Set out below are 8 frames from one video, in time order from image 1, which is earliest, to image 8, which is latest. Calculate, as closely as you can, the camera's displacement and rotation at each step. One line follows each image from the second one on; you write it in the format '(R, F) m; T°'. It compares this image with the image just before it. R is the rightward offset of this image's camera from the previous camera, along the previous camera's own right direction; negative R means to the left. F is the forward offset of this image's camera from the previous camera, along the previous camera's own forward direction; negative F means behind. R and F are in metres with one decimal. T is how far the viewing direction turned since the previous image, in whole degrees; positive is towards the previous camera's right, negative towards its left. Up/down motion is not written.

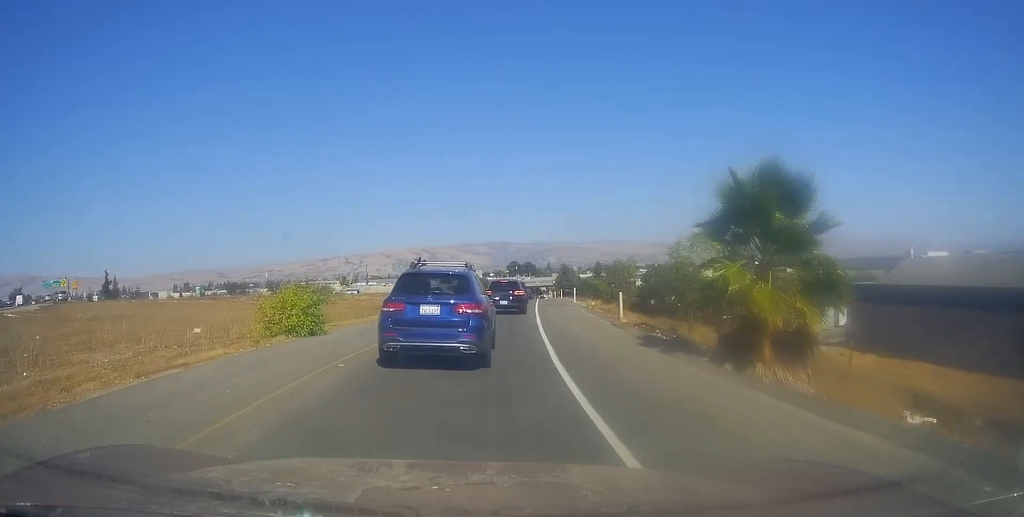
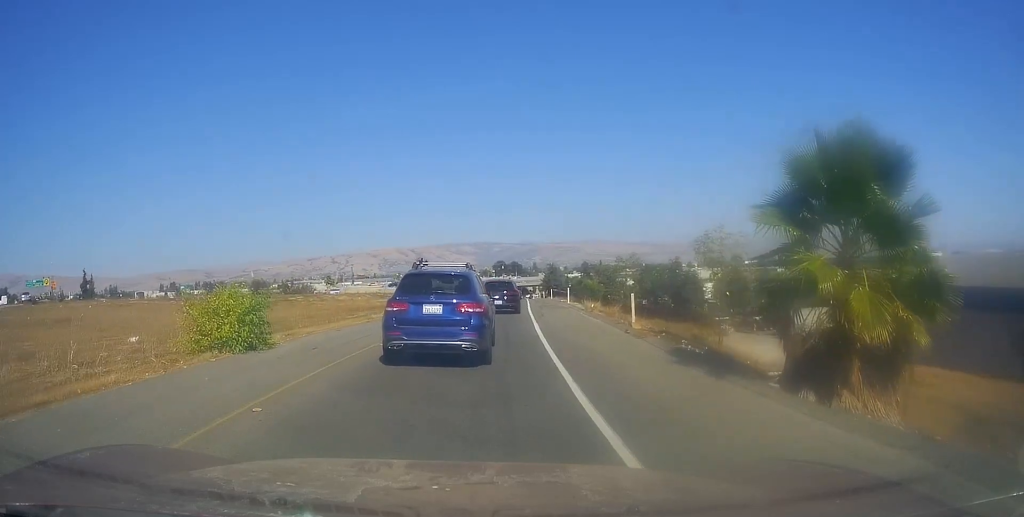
(+0.1, +3.7) m; +3°
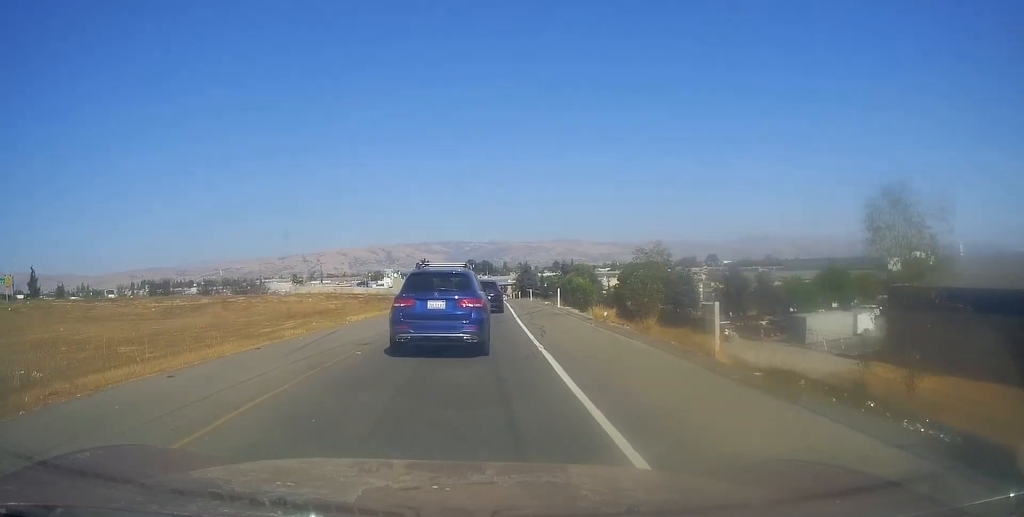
(+0.4, +9.5) m; -1°
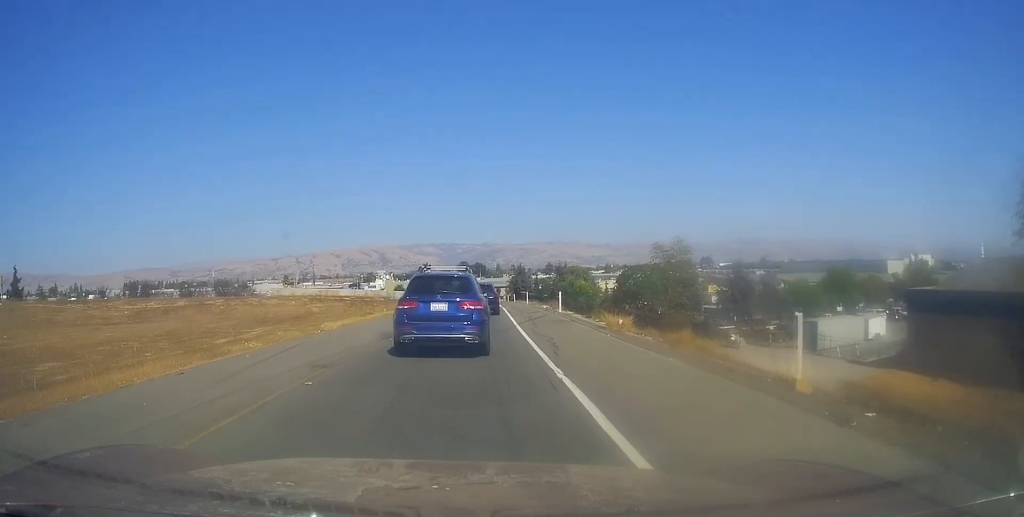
(-0.3, +3.5) m; +1°
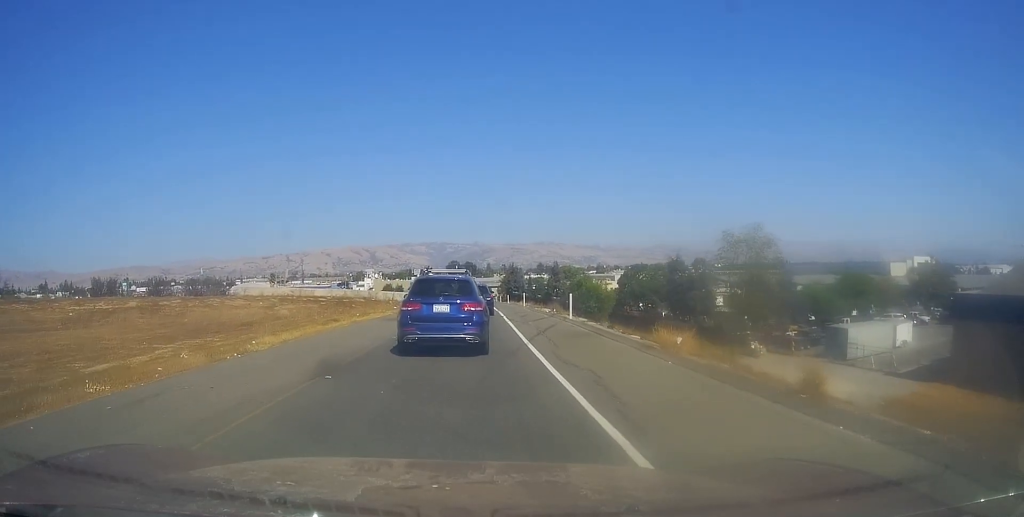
(+0.3, +6.4) m; +1°
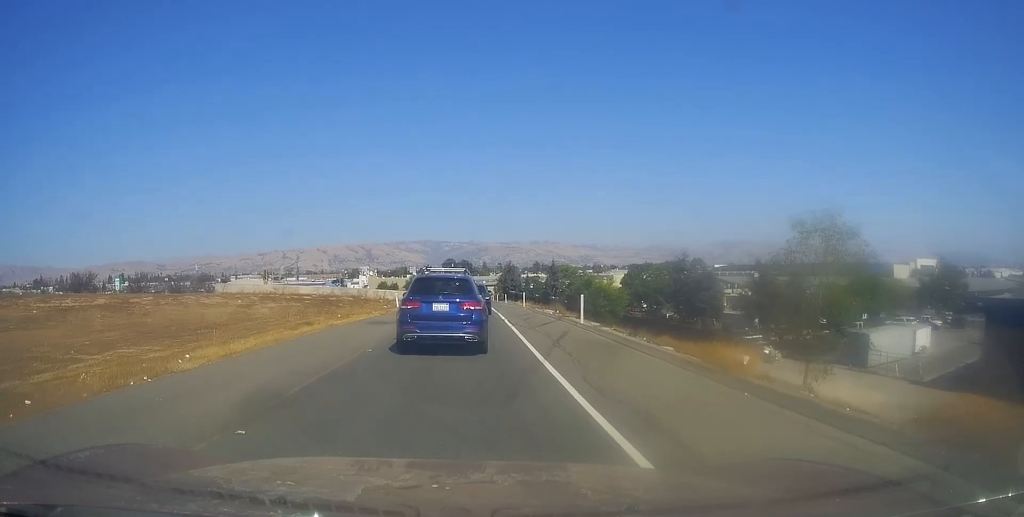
(+0.3, +3.5) m; 0°
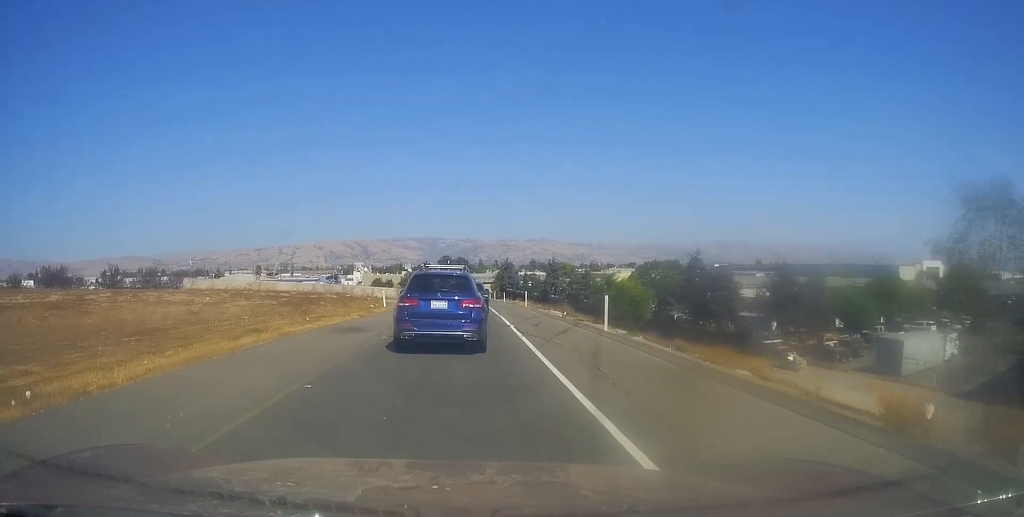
(-0.6, +4.4) m; -1°
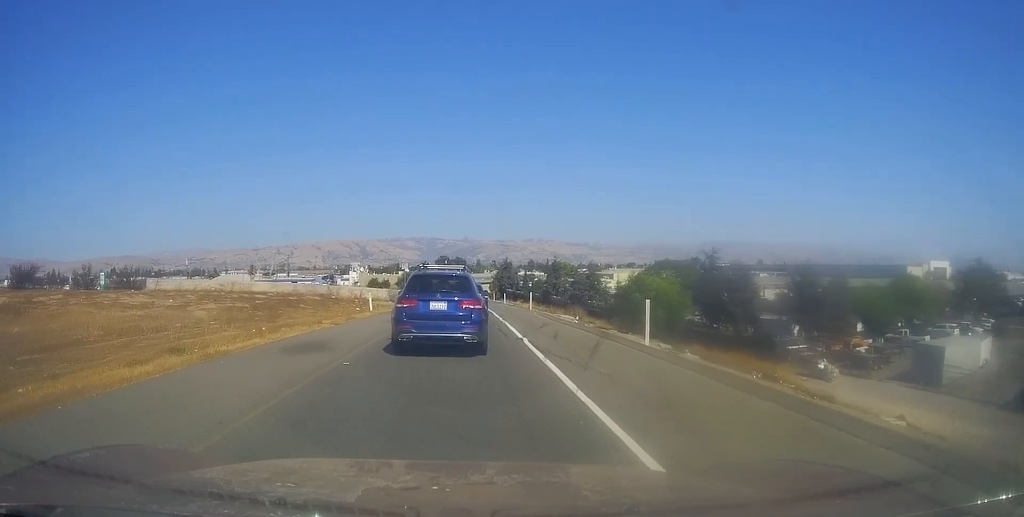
(+0.1, +4.5) m; 0°
